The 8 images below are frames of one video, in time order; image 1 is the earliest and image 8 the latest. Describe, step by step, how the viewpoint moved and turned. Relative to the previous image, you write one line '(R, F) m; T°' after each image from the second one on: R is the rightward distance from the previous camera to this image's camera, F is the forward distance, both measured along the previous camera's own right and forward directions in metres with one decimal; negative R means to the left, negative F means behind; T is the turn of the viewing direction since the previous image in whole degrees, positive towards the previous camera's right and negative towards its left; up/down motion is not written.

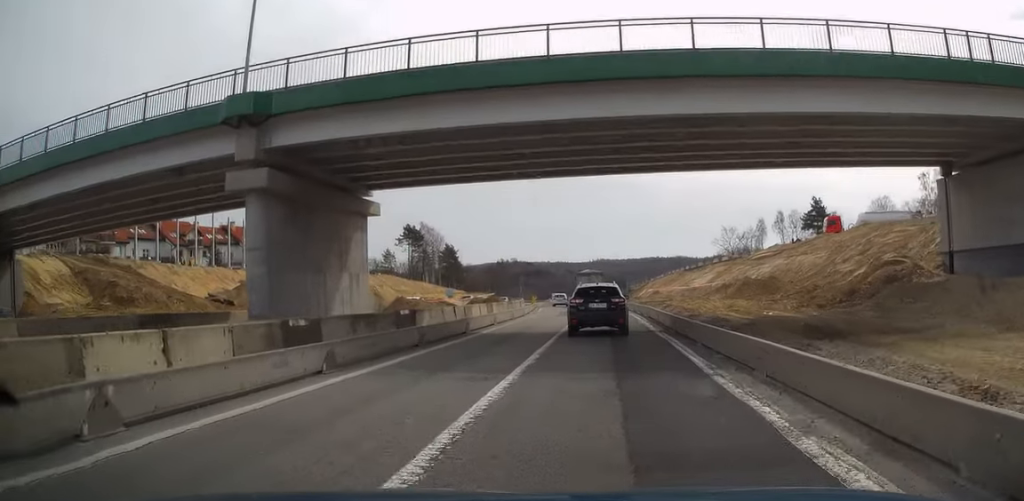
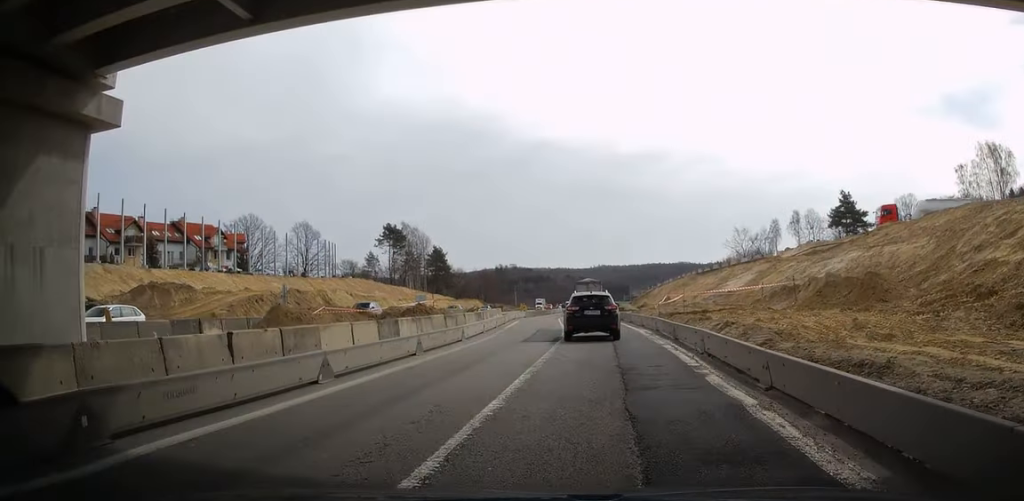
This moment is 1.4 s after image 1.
(-0.1, +18.2) m; -1°
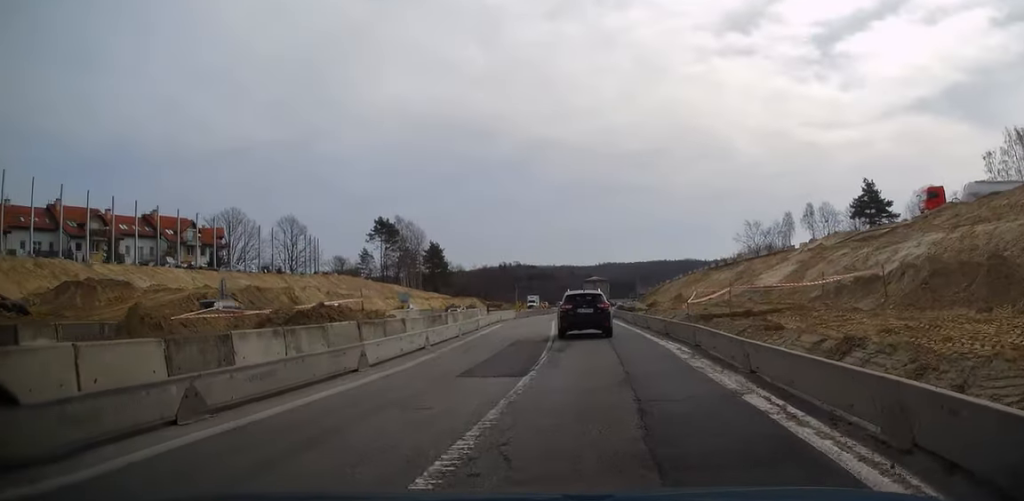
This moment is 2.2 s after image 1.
(-0.1, +10.0) m; -1°
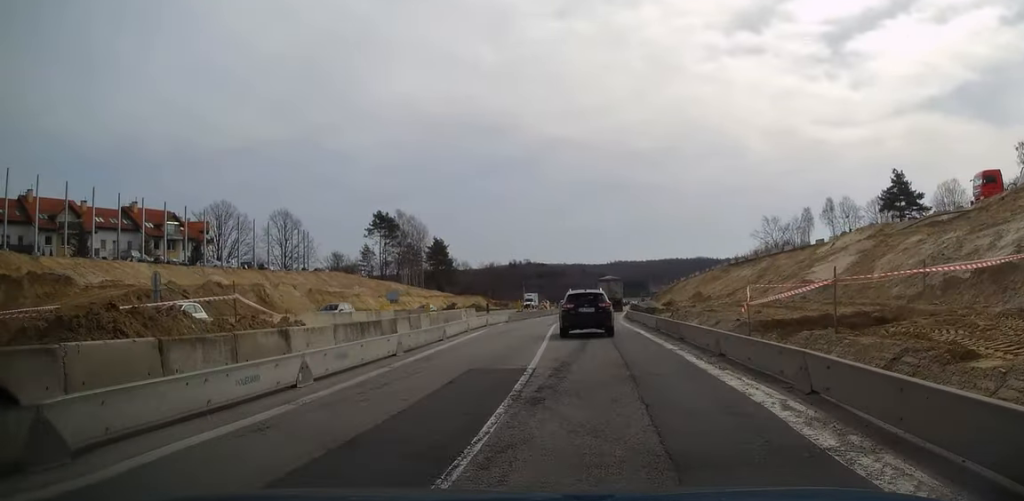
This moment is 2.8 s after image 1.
(-0.1, +8.5) m; -1°
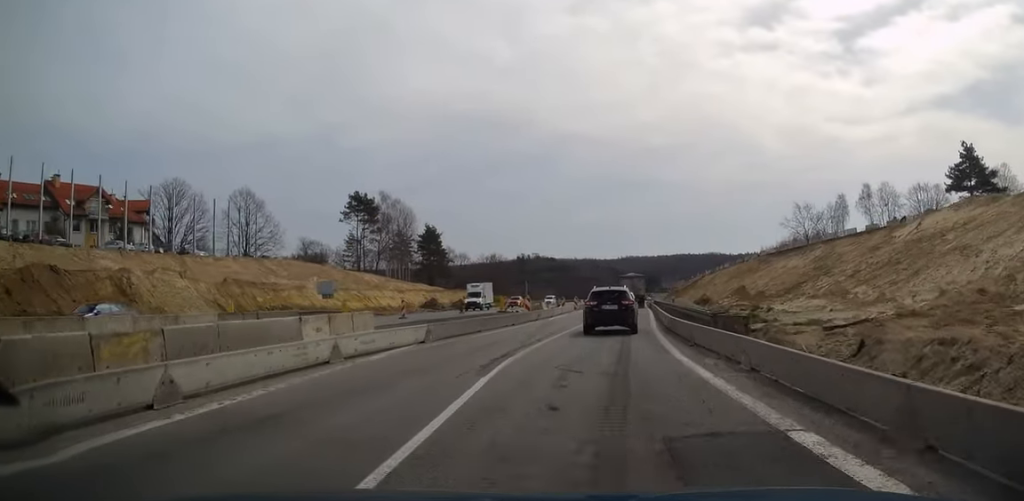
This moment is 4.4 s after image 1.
(+0.1, +21.2) m; +1°
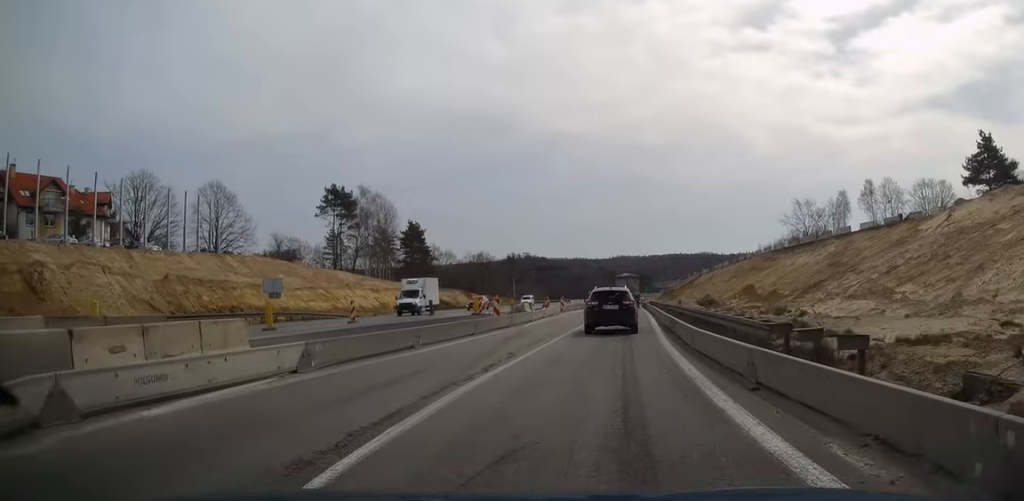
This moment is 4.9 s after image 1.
(+0.1, +7.8) m; 0°
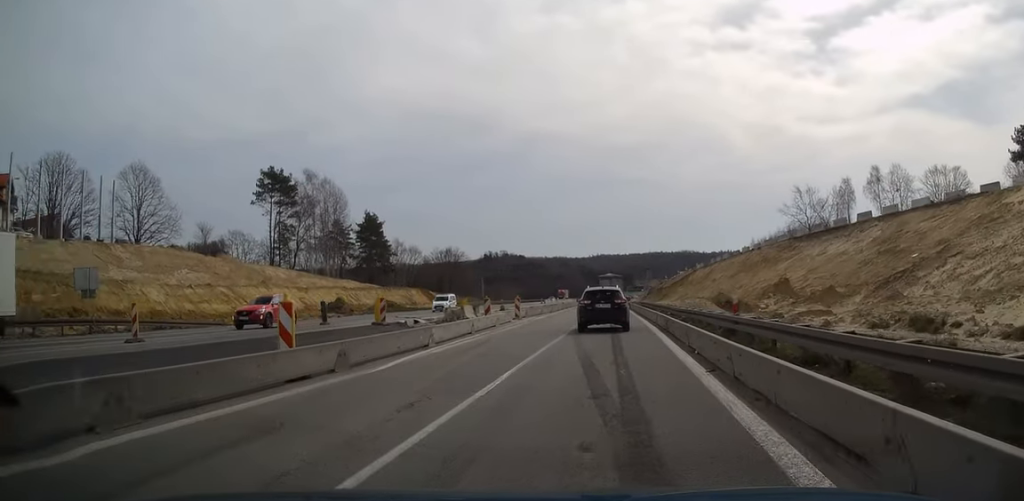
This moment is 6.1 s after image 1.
(+0.1, +17.7) m; +1°
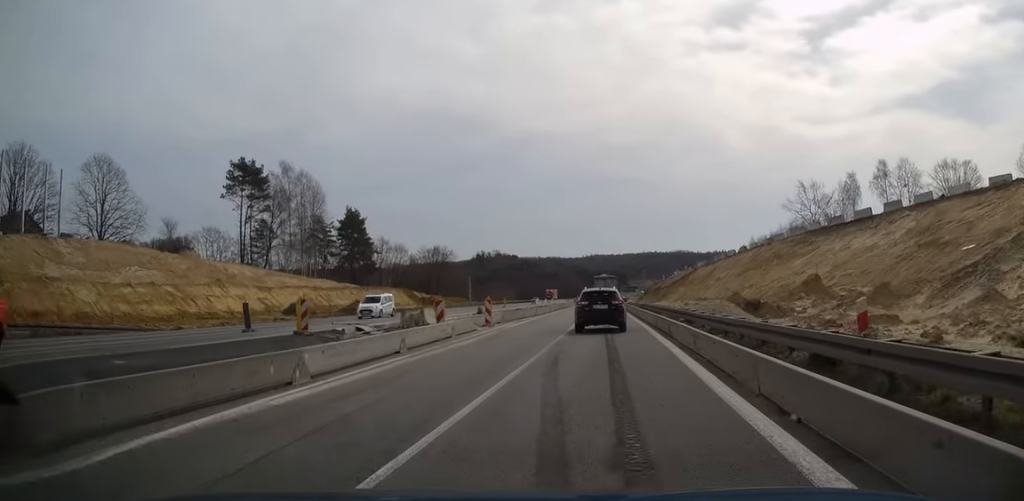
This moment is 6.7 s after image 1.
(0.0, +7.6) m; +1°
